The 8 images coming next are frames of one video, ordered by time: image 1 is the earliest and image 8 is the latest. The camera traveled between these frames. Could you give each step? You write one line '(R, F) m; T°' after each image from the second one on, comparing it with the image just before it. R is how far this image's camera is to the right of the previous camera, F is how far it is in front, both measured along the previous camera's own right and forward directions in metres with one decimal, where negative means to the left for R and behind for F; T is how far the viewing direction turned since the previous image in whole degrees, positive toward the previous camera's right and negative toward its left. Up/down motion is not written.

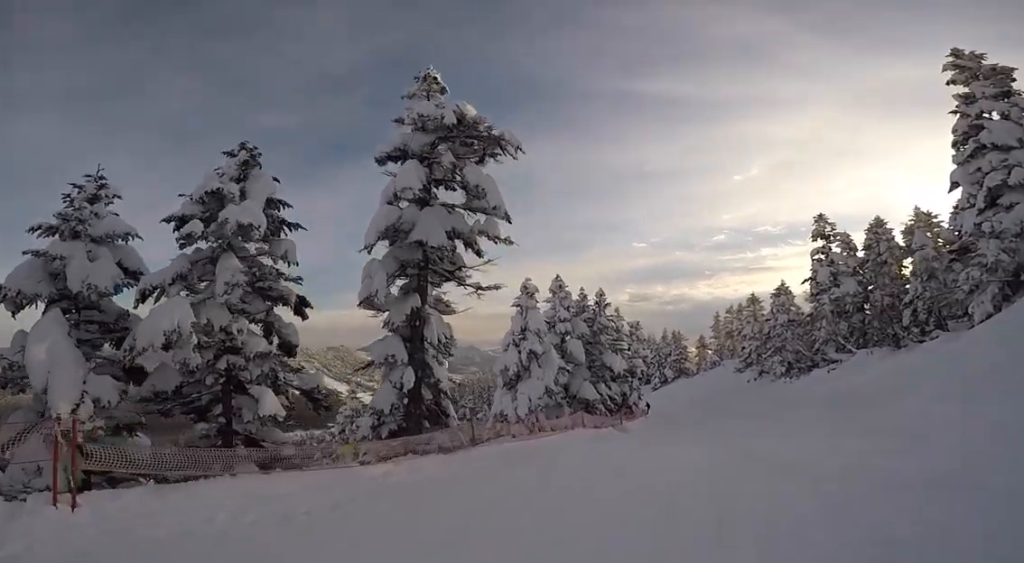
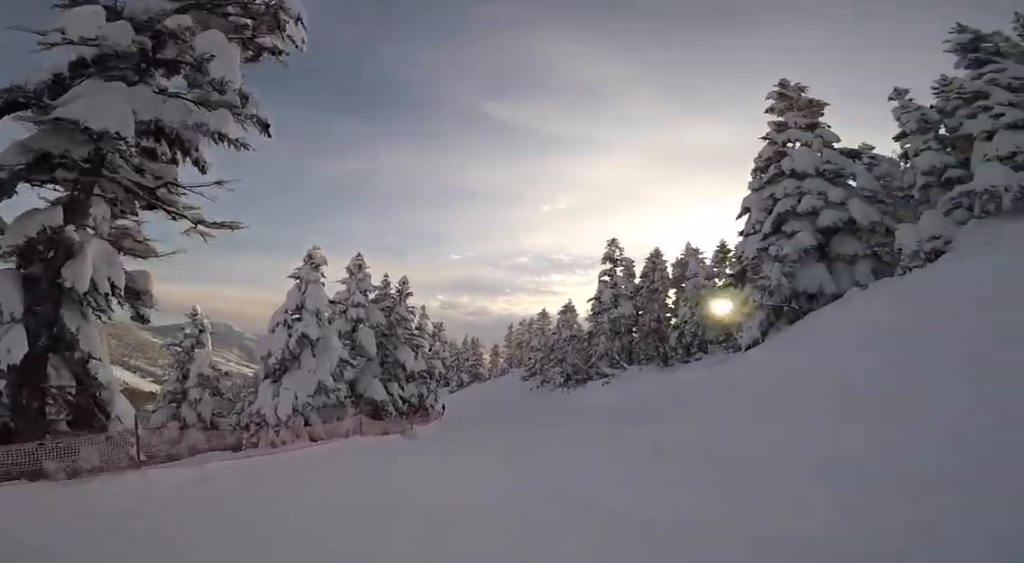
(-0.5, +3.7) m; -6°
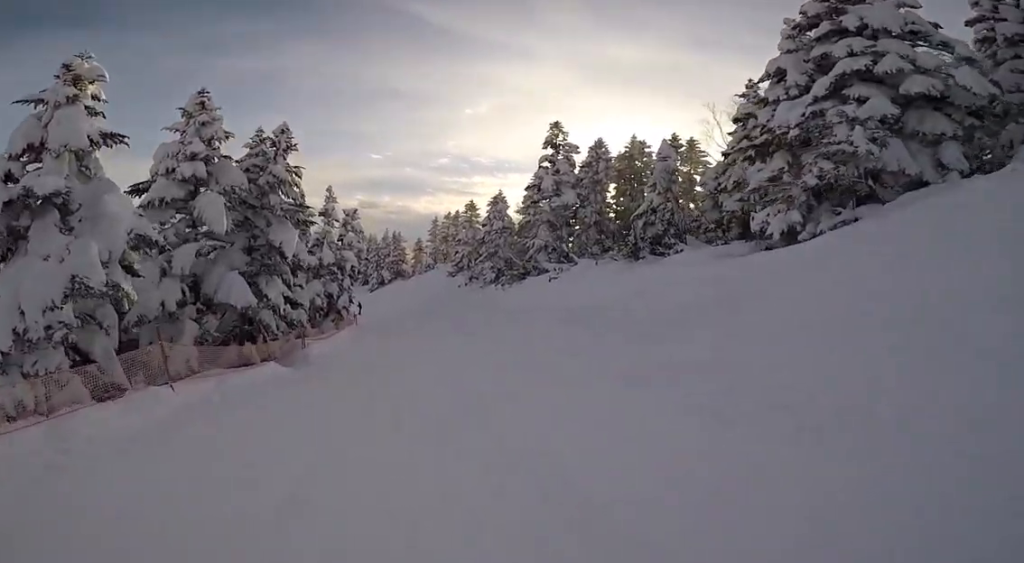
(-0.4, +6.5) m; -4°
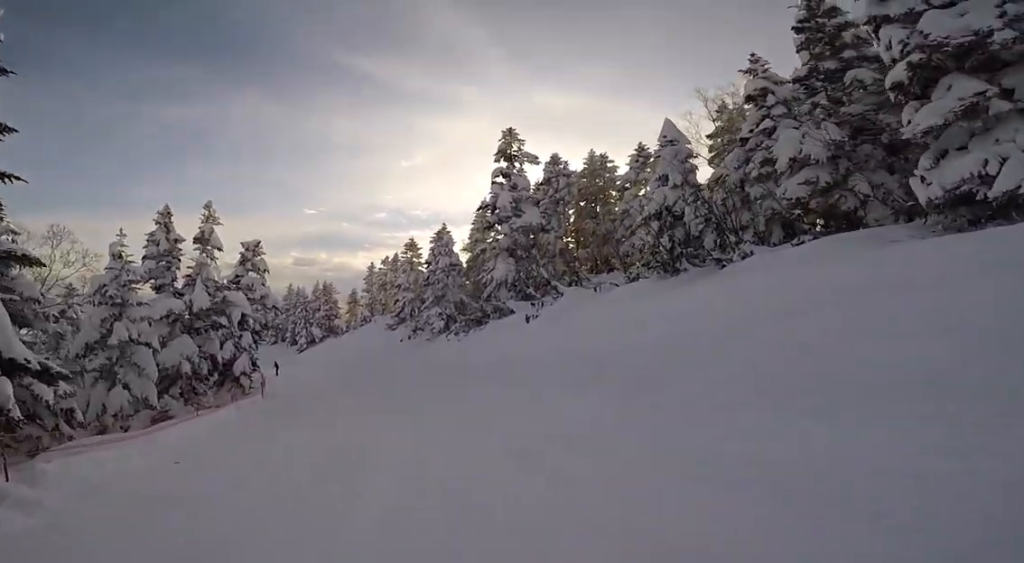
(-0.1, +9.0) m; -1°
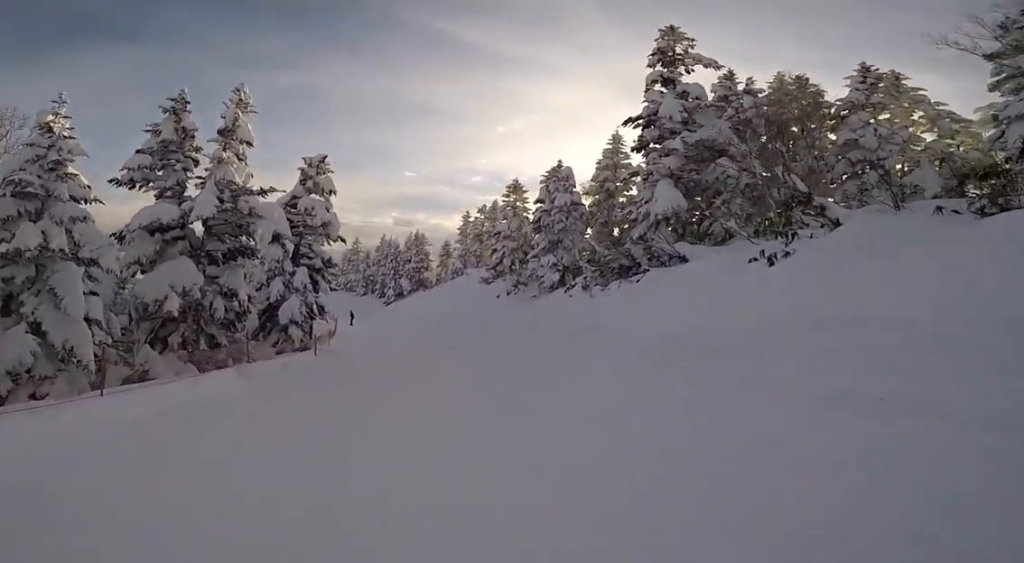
(-0.2, +9.4) m; -8°
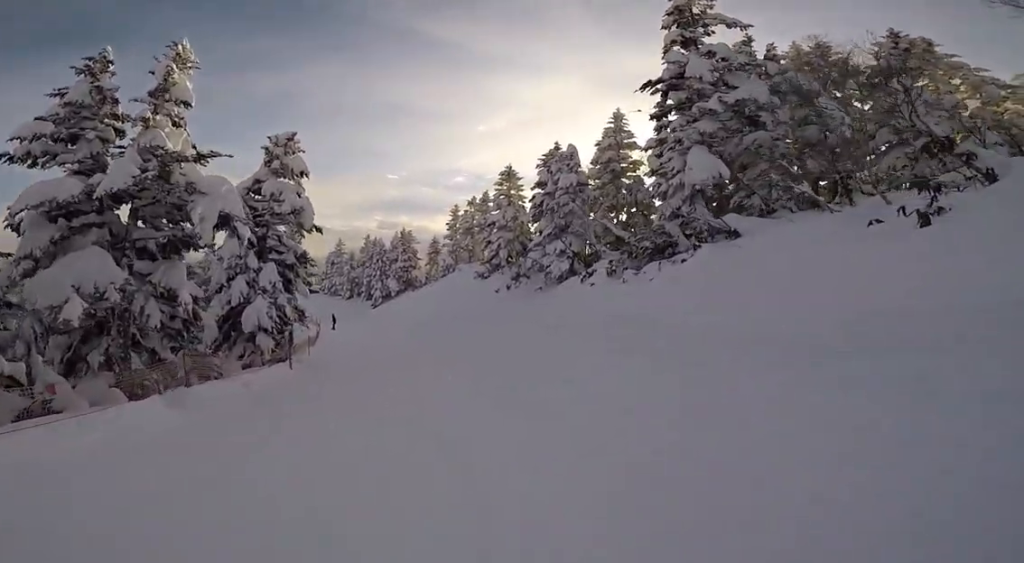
(-0.4, +3.8) m; -3°
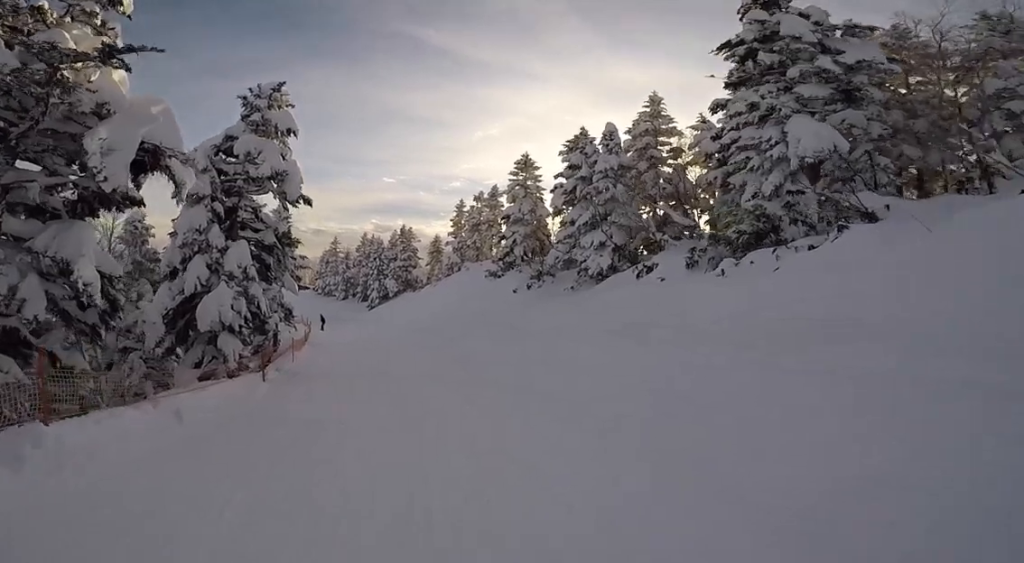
(-0.3, +4.6) m; -4°
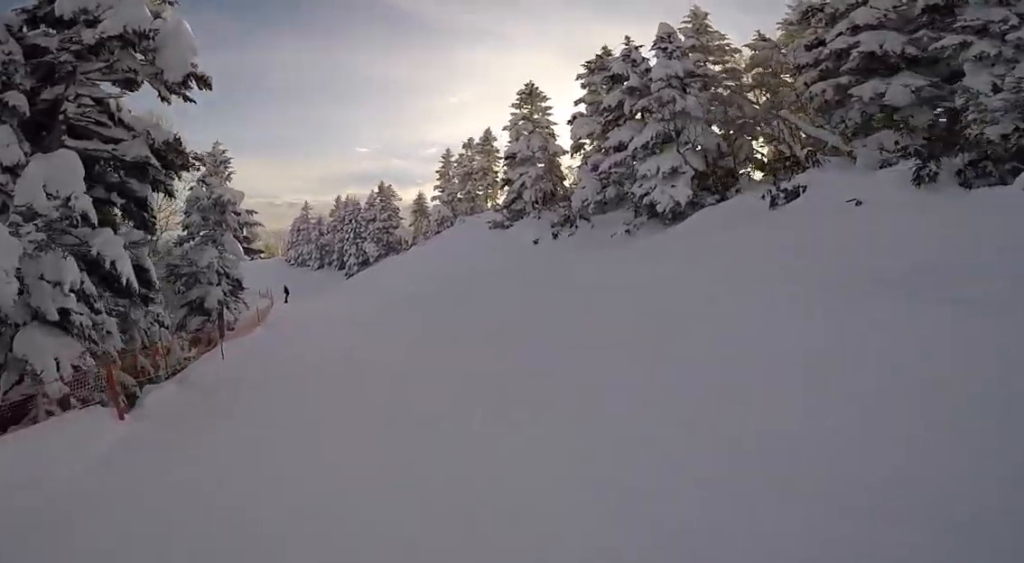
(0.0, +6.4) m; -5°
